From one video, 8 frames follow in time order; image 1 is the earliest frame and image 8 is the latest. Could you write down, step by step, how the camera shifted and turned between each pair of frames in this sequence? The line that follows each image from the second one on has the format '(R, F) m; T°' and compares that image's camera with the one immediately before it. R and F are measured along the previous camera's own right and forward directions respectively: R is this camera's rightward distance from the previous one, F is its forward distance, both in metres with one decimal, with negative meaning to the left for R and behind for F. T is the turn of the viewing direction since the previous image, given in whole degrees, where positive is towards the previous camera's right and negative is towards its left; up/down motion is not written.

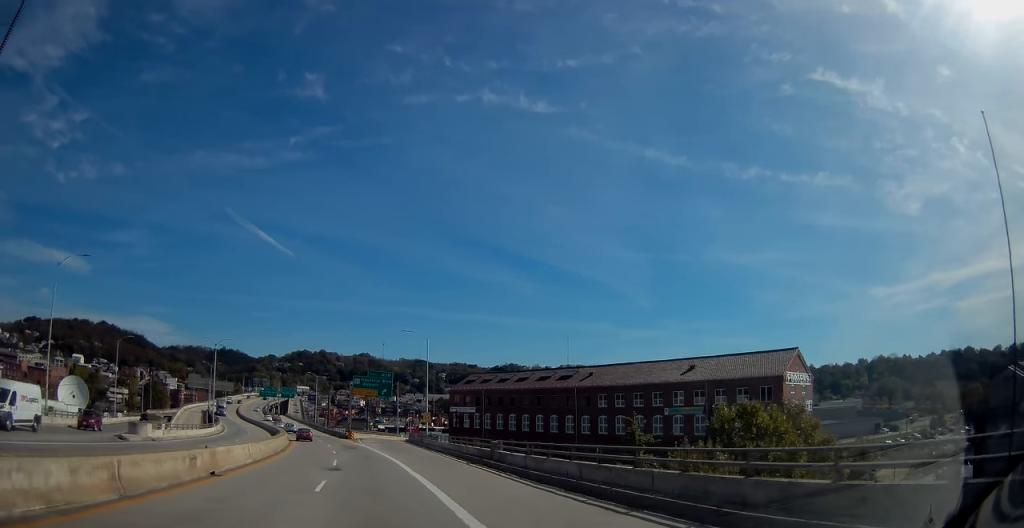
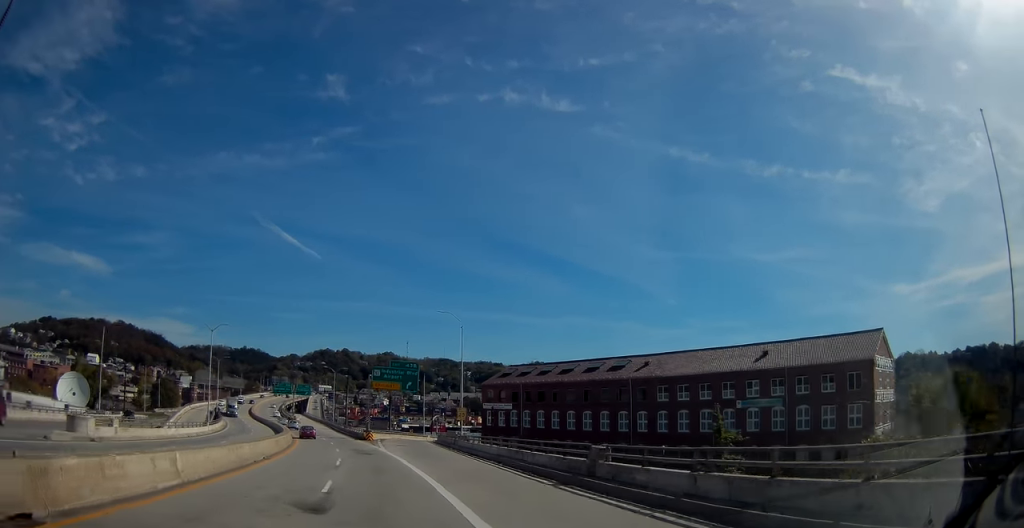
(-0.2, +12.2) m; -2°
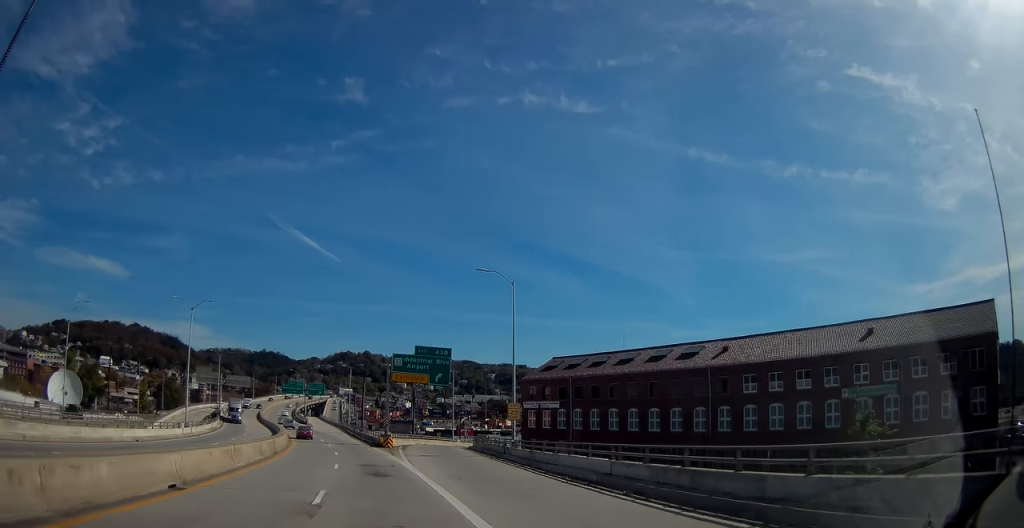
(-0.2, +14.8) m; -2°
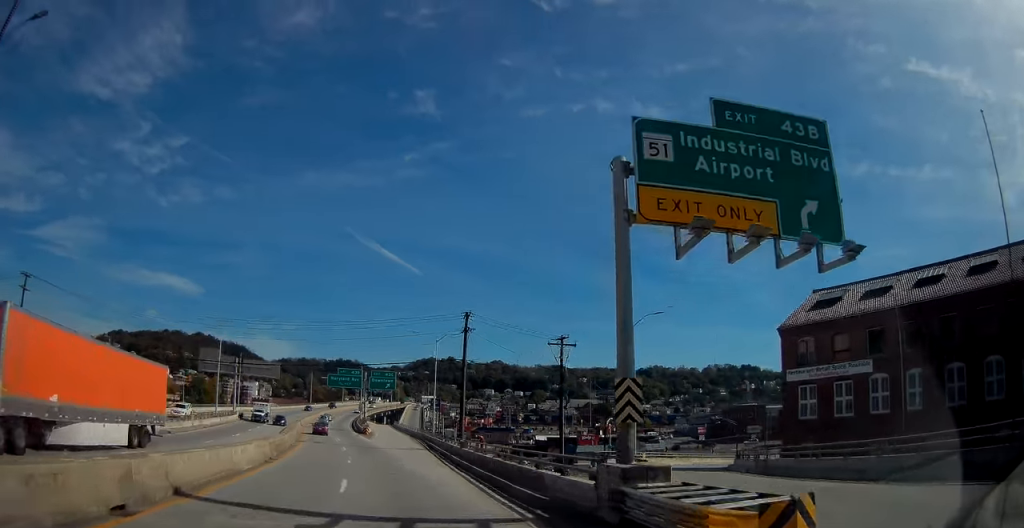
(-2.8, +45.5) m; -7°
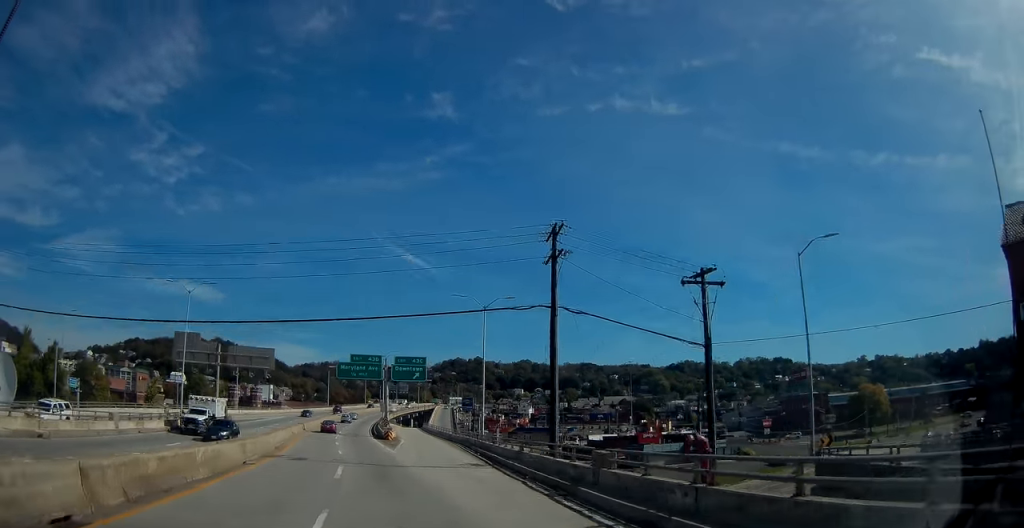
(-0.8, +20.6) m; -3°
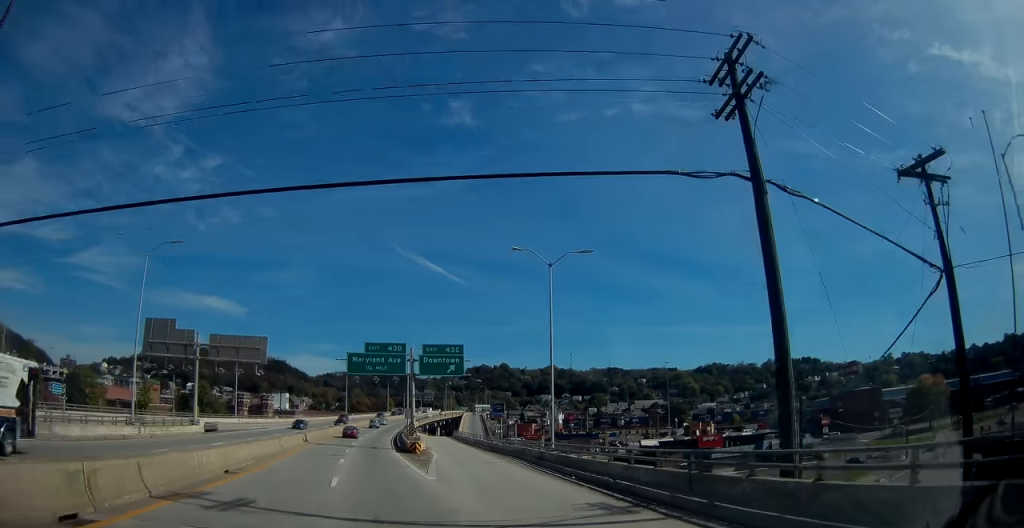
(-0.1, +15.2) m; -2°
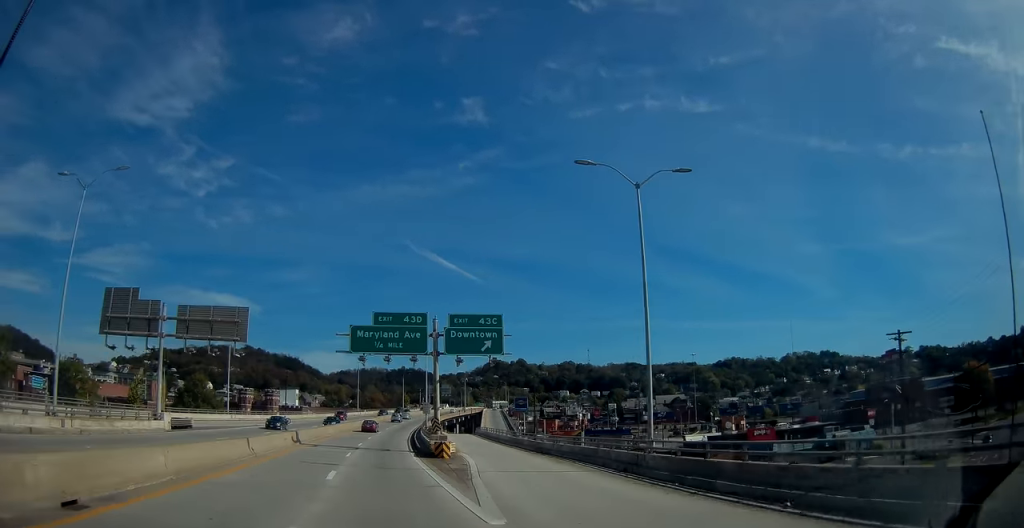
(-0.4, +11.9) m; -2°
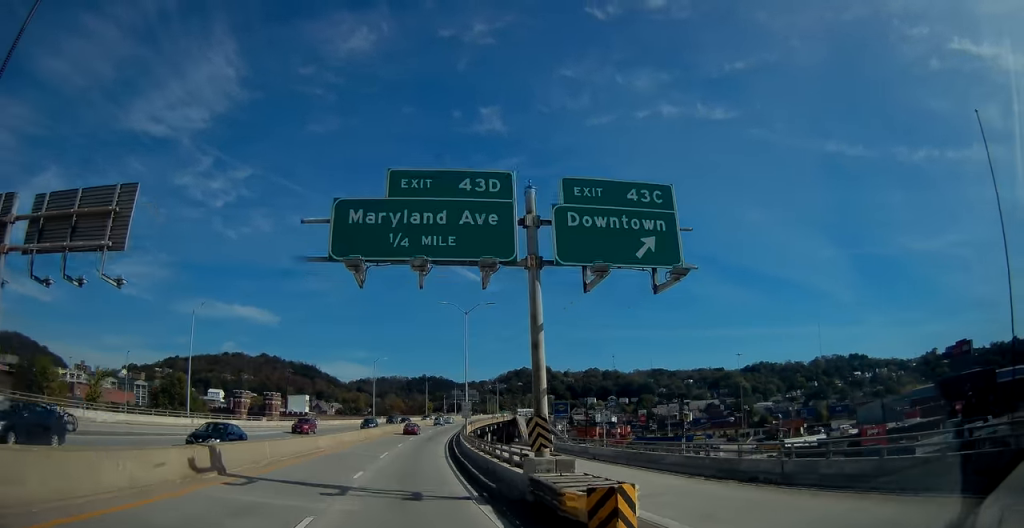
(-0.4, +22.4) m; -1°
